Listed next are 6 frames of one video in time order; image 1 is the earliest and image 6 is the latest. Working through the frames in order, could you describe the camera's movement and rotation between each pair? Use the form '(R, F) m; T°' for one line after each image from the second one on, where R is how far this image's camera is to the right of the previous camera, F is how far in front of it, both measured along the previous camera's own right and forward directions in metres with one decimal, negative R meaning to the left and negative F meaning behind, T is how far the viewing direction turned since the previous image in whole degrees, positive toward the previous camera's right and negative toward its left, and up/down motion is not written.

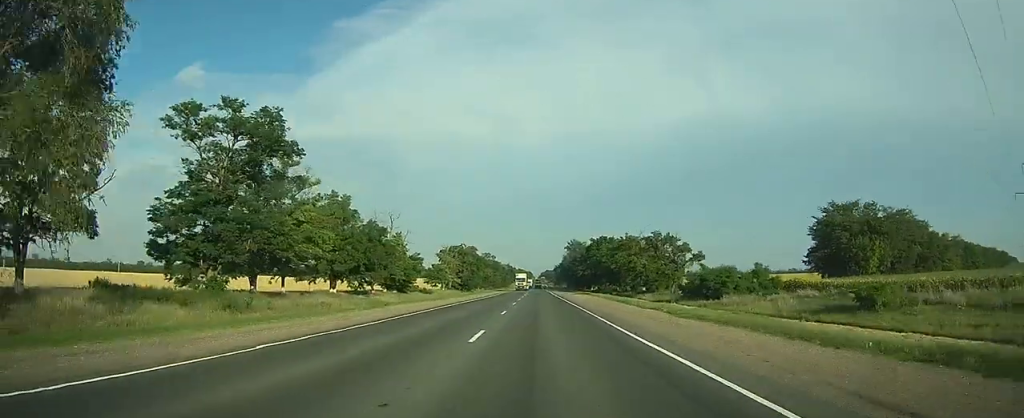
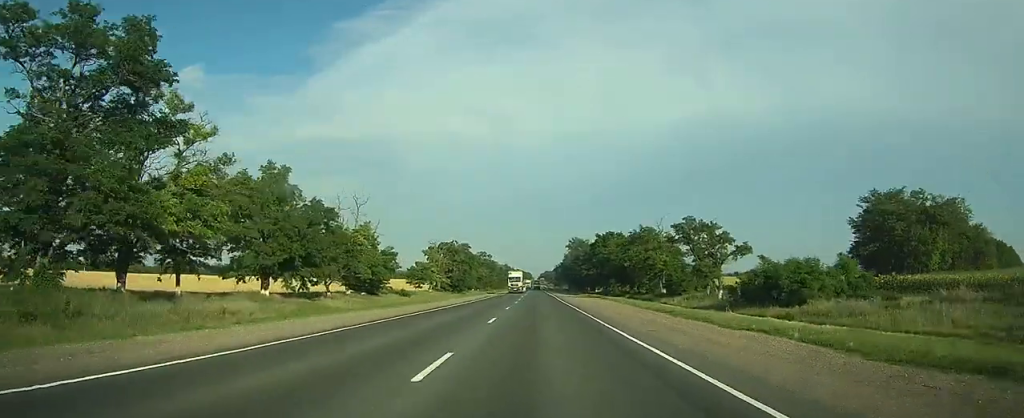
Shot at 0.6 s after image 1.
(0.0, +17.0) m; 0°
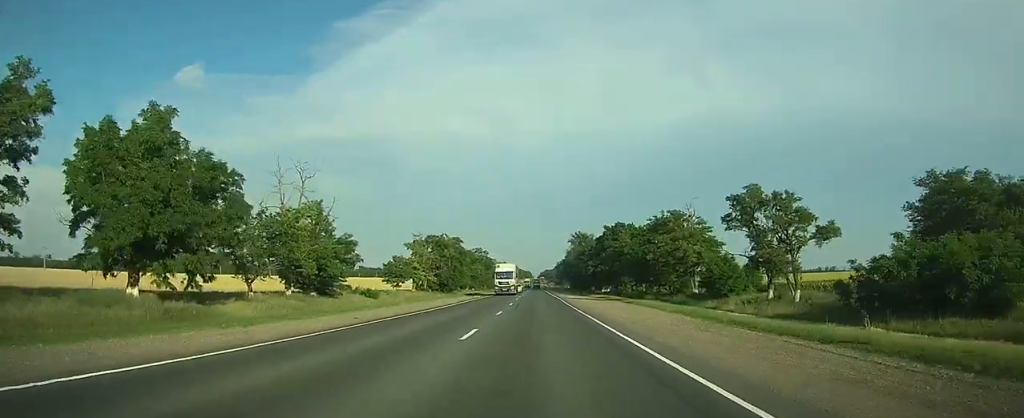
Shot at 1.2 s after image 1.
(0.0, +17.9) m; 0°
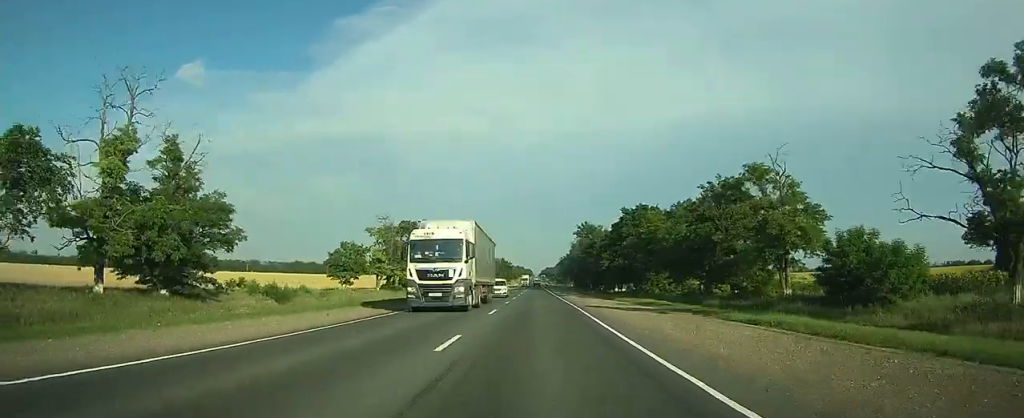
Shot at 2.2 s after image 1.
(0.0, +26.4) m; 0°
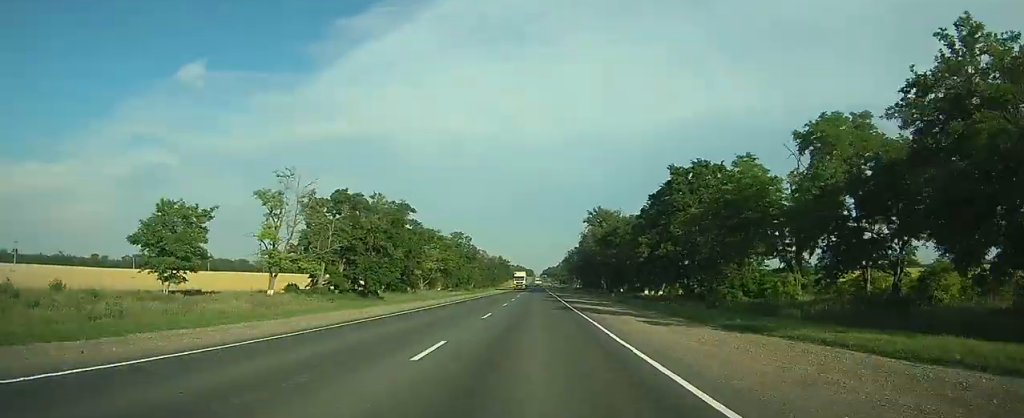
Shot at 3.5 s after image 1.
(0.0, +36.7) m; 0°
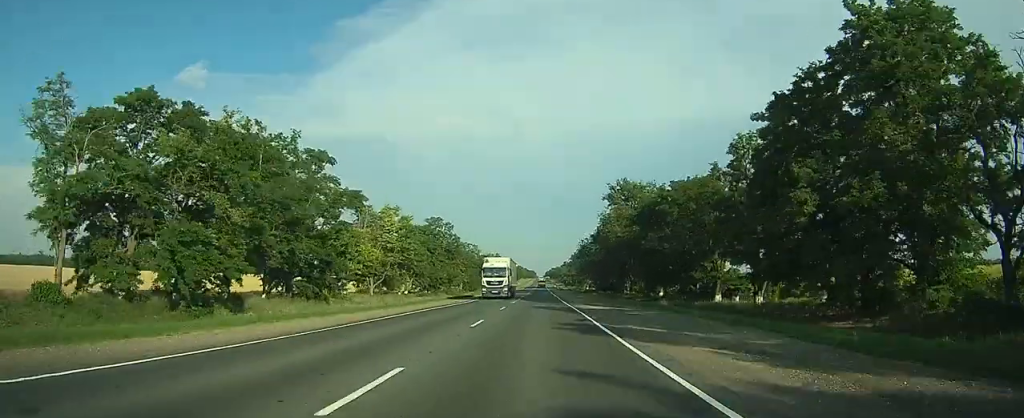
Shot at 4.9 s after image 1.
(-0.1, +39.6) m; 0°
